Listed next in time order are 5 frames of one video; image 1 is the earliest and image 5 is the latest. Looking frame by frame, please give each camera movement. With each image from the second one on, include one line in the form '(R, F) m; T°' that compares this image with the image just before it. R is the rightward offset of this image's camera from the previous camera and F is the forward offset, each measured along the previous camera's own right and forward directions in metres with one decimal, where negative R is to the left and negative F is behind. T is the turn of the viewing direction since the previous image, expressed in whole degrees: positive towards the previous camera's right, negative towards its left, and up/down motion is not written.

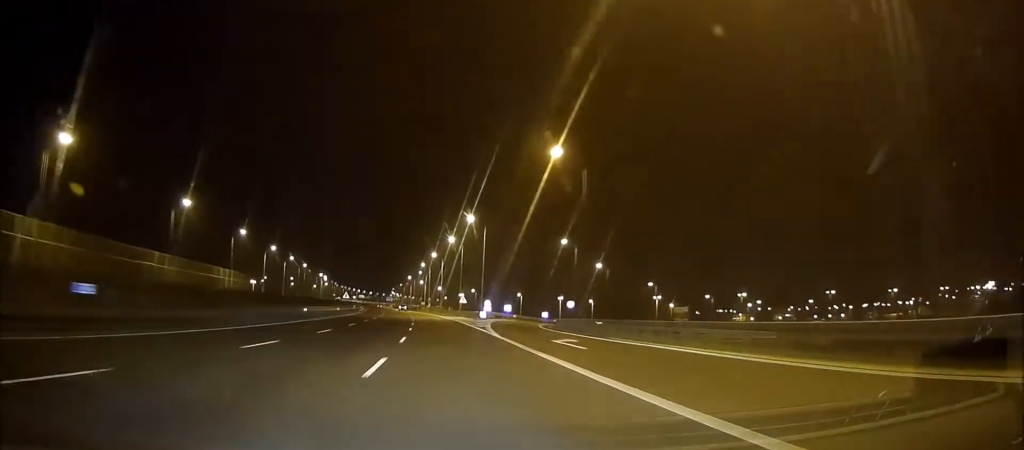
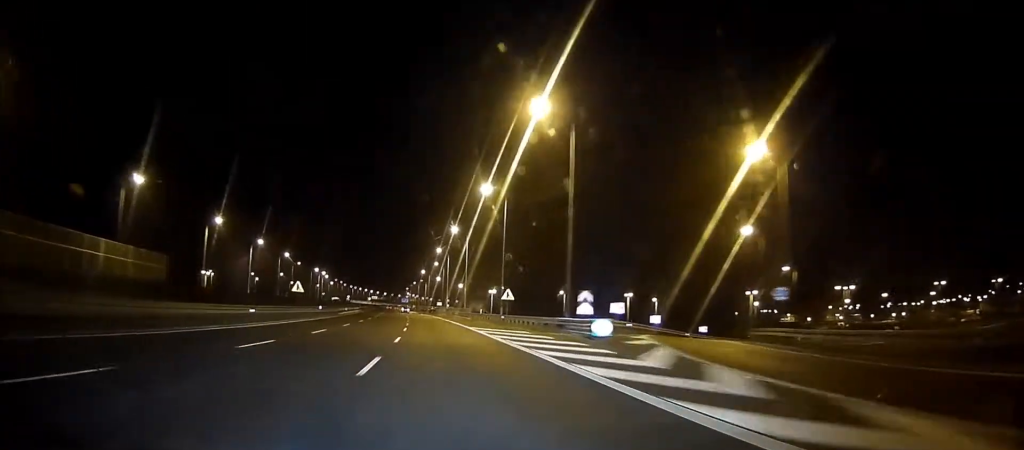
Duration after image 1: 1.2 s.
(-0.7, +48.0) m; -2°
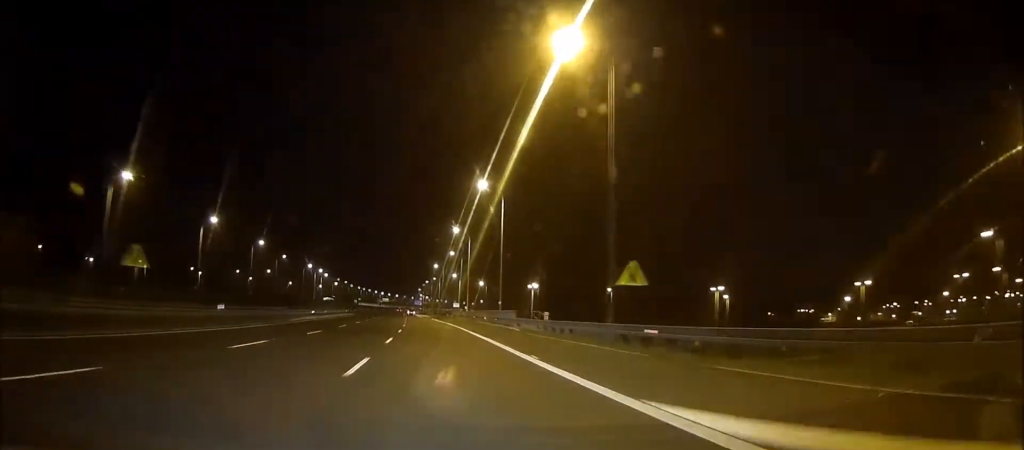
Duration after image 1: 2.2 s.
(-0.4, +36.2) m; -1°
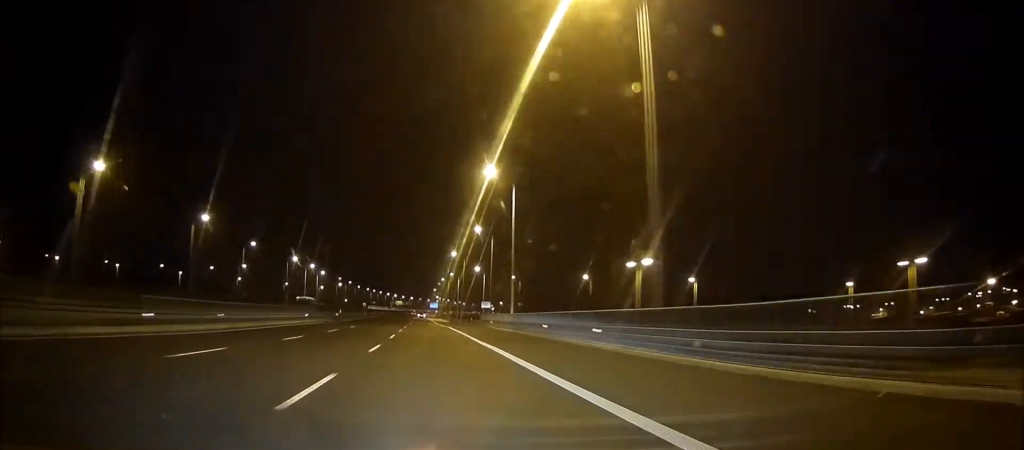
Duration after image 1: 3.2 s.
(-0.3, +40.0) m; 0°
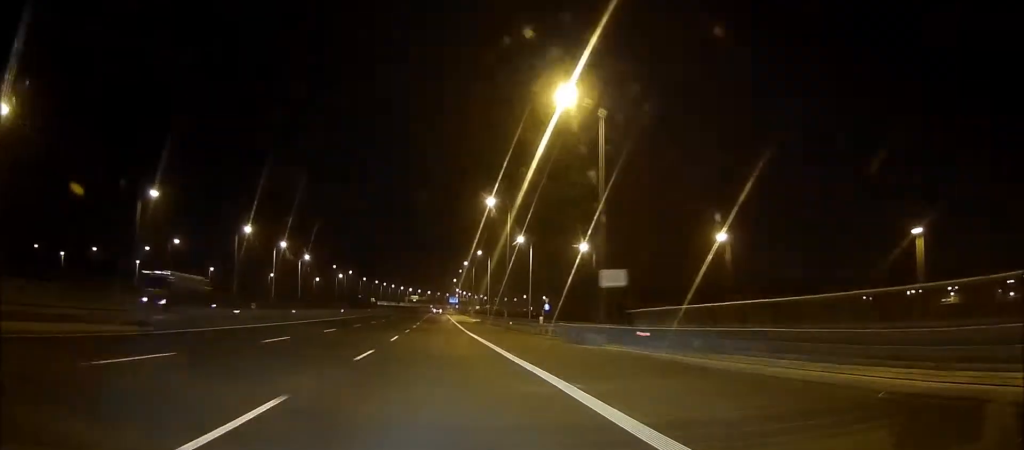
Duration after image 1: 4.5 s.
(0.0, +51.4) m; 0°
